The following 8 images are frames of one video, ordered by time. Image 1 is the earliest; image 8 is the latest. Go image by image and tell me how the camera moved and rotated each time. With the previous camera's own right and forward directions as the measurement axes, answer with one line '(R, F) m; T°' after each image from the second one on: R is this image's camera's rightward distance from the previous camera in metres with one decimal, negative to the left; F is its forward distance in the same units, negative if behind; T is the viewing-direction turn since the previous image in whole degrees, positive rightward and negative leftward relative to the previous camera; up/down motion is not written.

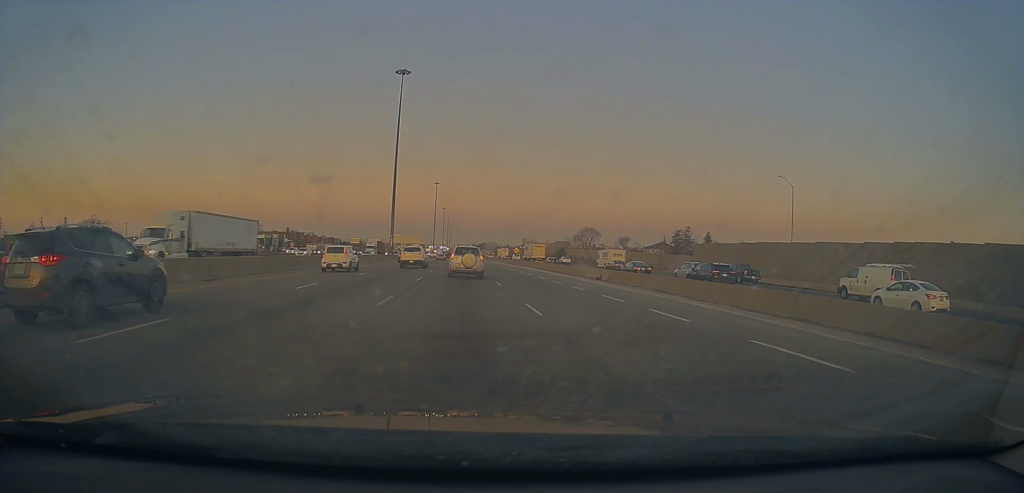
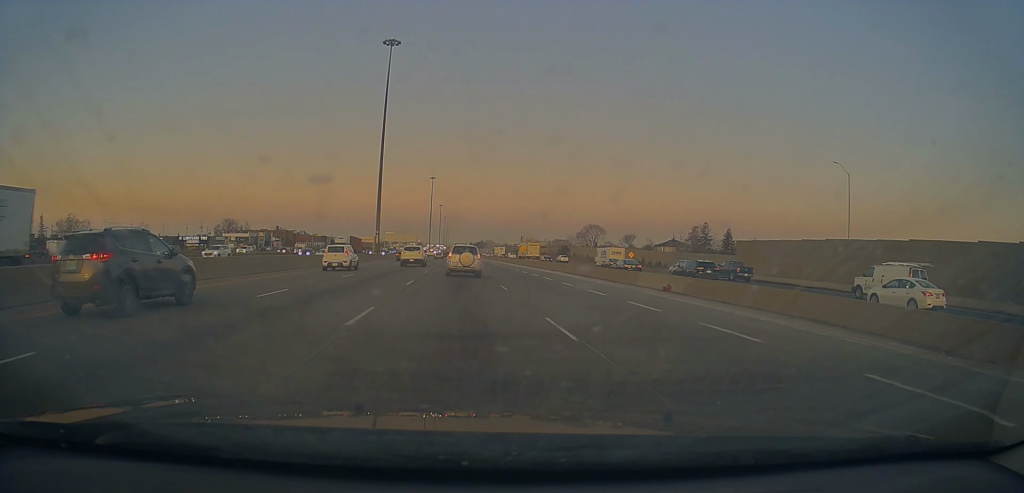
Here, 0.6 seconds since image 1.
(+0.8, +15.6) m; 0°
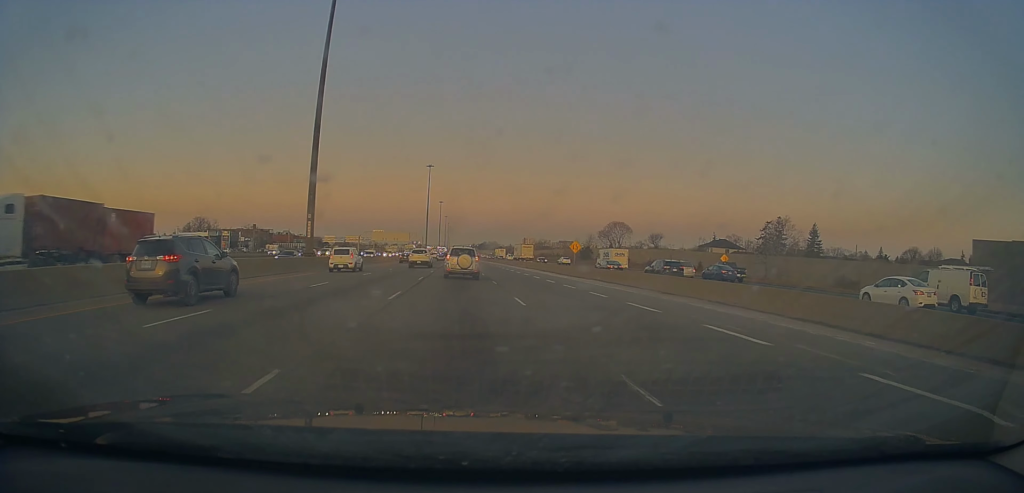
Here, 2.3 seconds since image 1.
(-0.7, +41.3) m; -1°
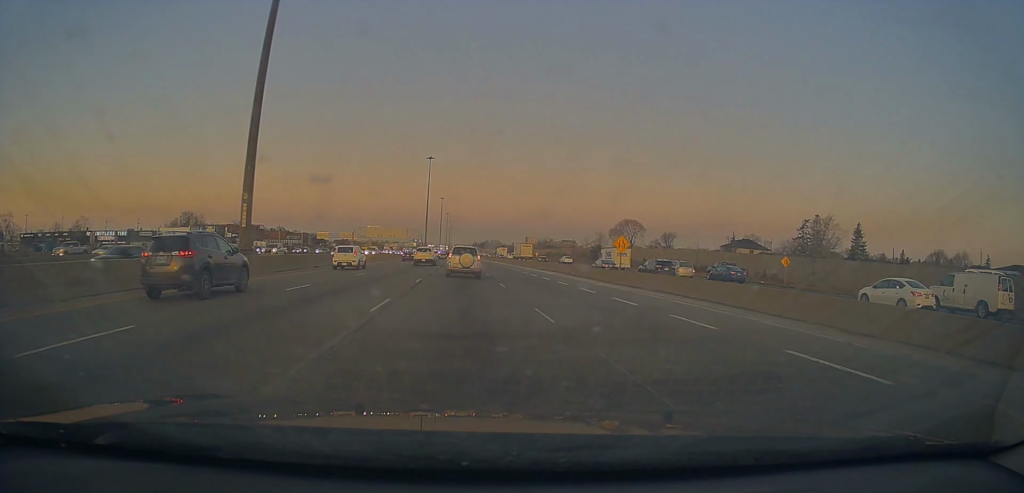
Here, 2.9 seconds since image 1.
(+0.4, +15.0) m; 0°
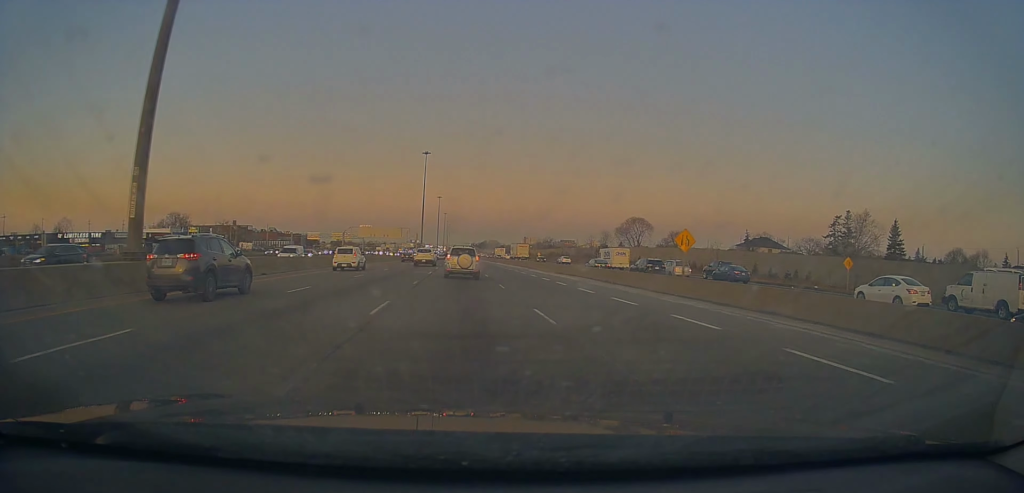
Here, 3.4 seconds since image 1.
(-0.1, +11.8) m; 0°
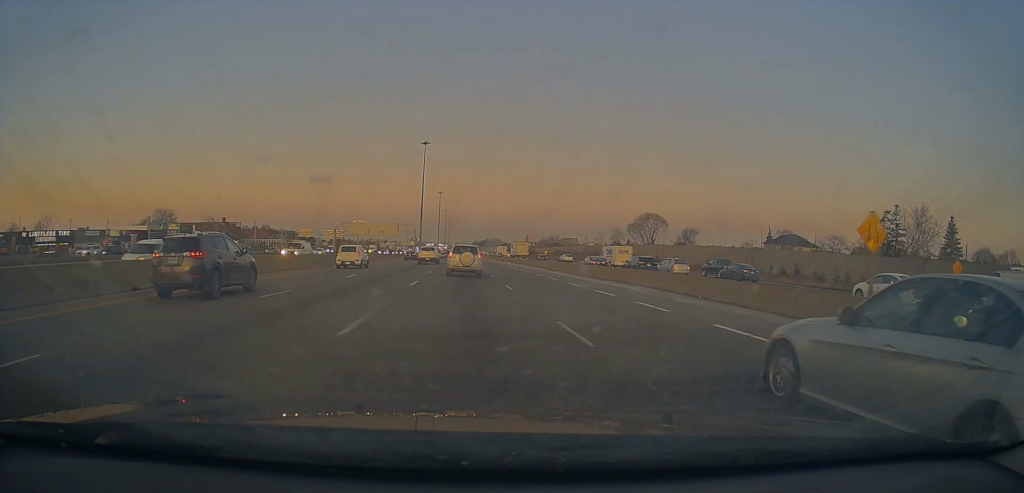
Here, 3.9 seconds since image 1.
(-0.2, +14.3) m; -1°
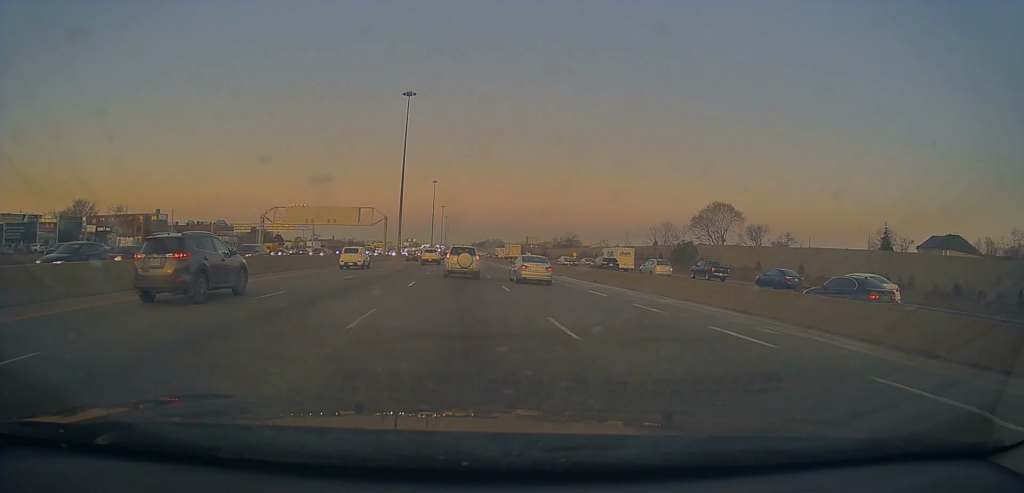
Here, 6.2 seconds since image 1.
(+1.1, +58.7) m; 0°
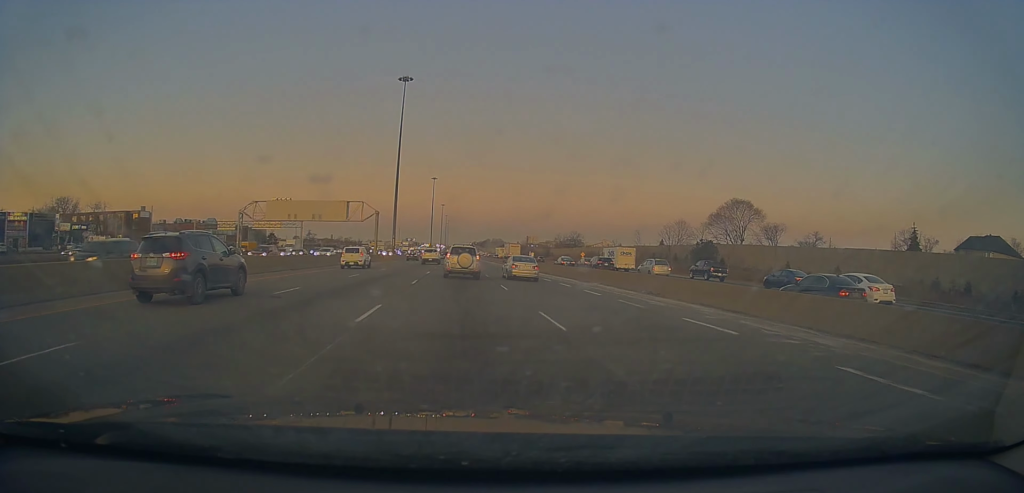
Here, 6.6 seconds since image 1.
(-0.4, +10.6) m; 0°
